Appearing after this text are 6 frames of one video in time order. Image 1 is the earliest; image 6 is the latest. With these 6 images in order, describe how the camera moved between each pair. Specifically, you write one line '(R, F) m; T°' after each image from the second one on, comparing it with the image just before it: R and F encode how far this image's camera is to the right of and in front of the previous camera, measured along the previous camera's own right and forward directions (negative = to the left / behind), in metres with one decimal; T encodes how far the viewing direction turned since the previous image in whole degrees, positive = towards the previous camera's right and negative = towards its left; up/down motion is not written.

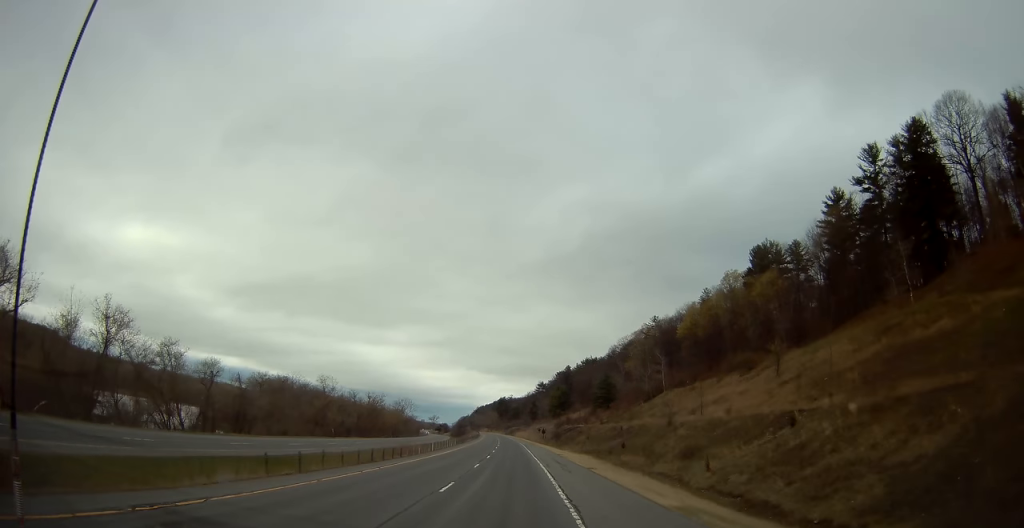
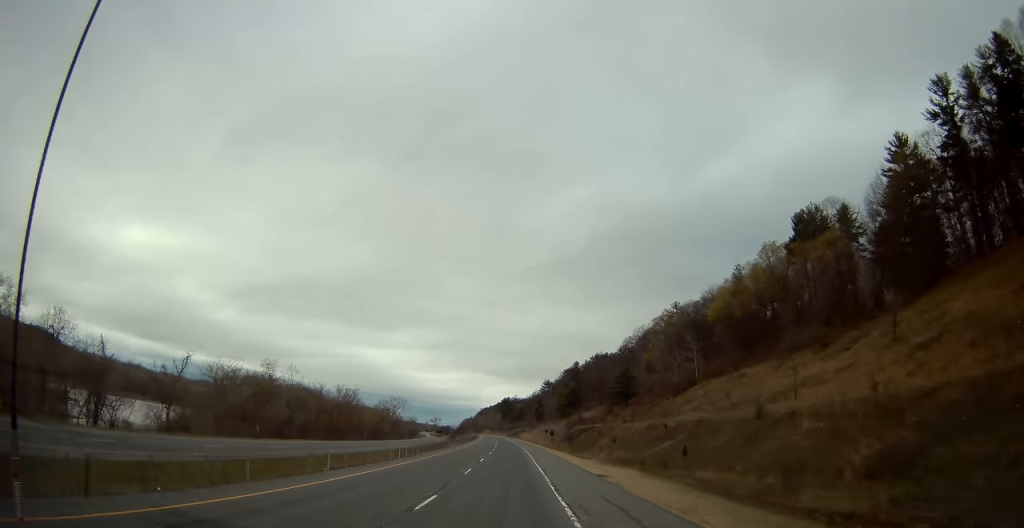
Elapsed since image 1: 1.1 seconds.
(-0.4, +28.2) m; -1°
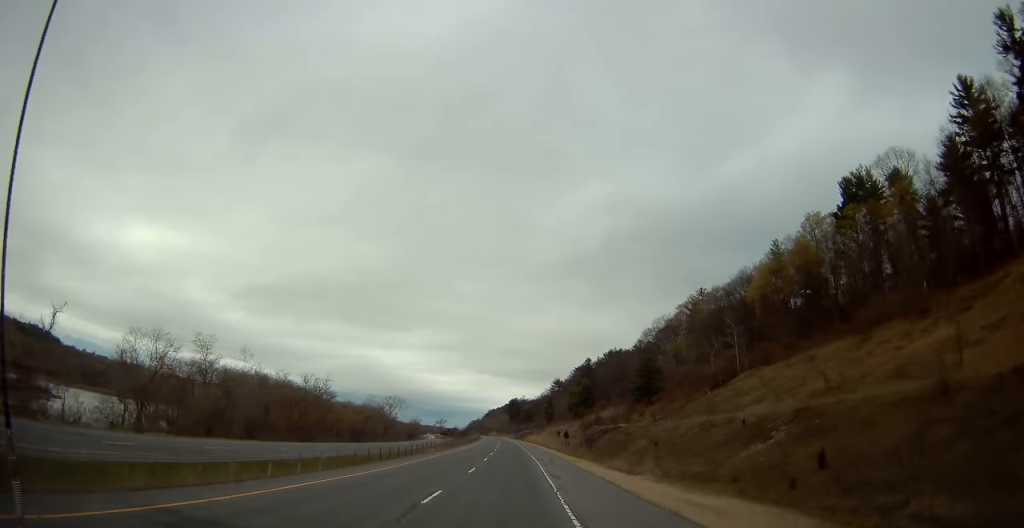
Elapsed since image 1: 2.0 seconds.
(-0.1, +23.0) m; 0°
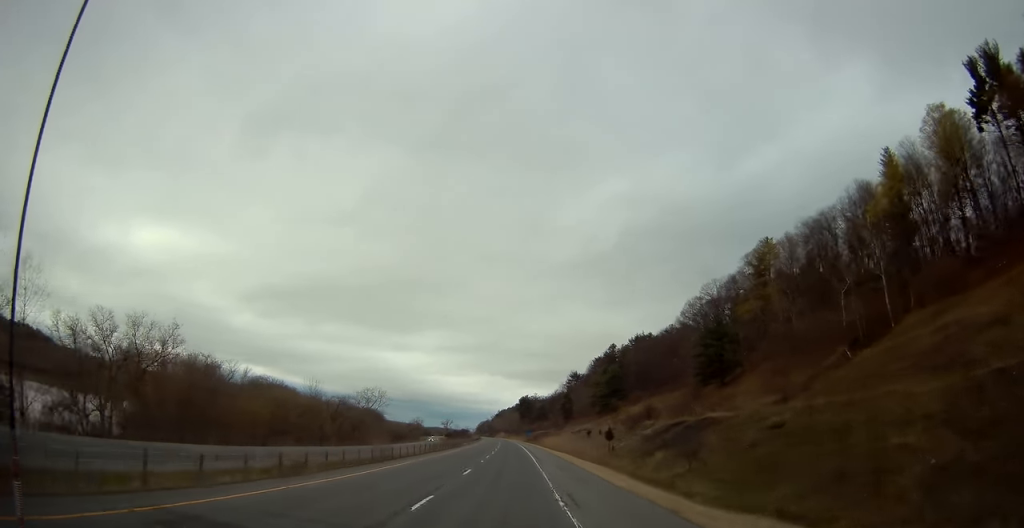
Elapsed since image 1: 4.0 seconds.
(-0.5, +50.5) m; -2°
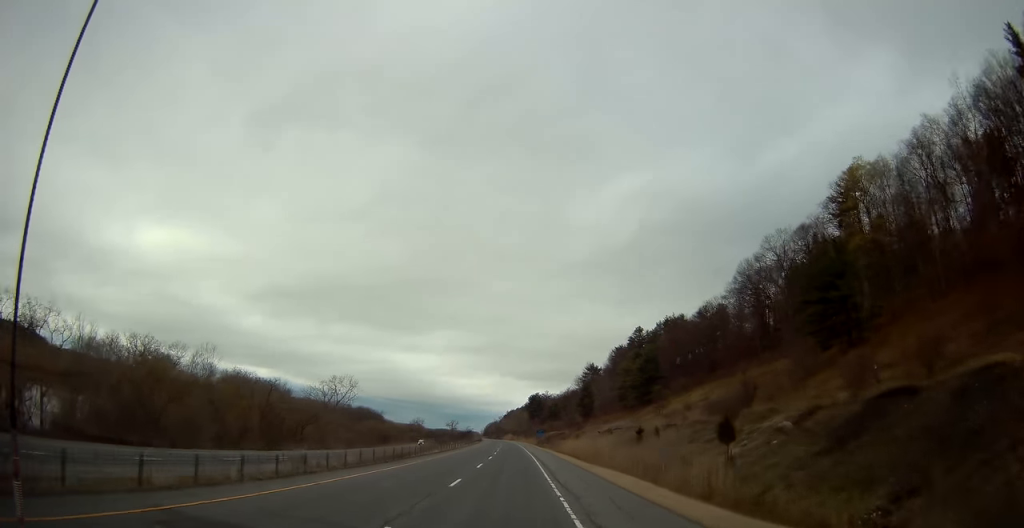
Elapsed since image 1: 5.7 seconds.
(-0.3, +42.0) m; -1°
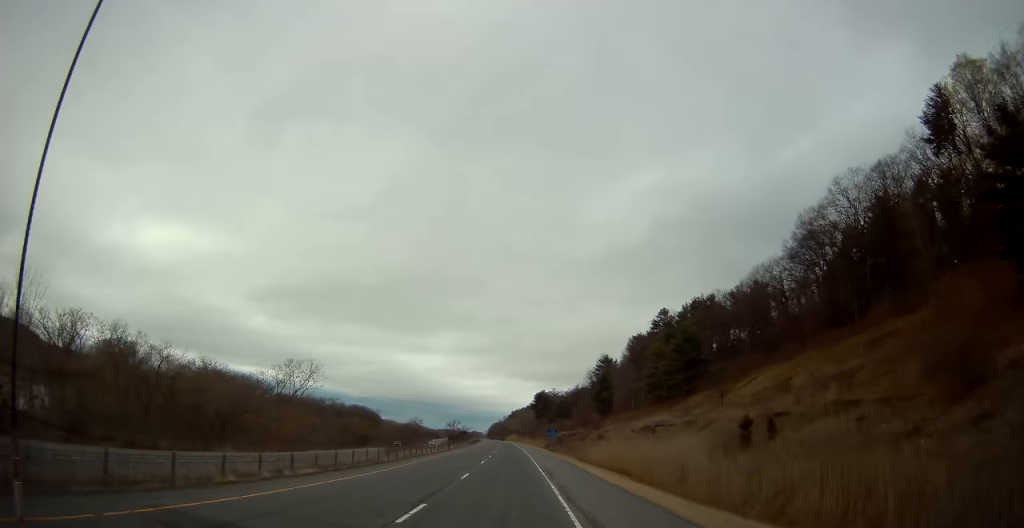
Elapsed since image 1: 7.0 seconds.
(-0.4, +32.8) m; -1°
